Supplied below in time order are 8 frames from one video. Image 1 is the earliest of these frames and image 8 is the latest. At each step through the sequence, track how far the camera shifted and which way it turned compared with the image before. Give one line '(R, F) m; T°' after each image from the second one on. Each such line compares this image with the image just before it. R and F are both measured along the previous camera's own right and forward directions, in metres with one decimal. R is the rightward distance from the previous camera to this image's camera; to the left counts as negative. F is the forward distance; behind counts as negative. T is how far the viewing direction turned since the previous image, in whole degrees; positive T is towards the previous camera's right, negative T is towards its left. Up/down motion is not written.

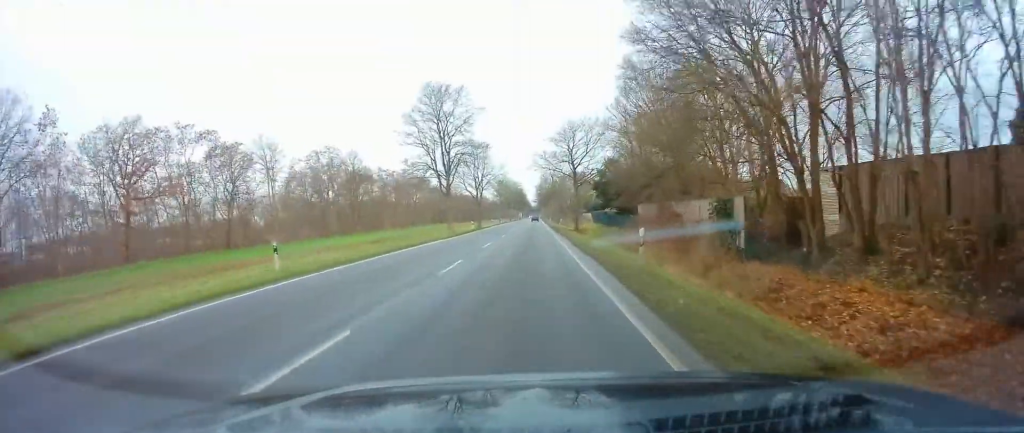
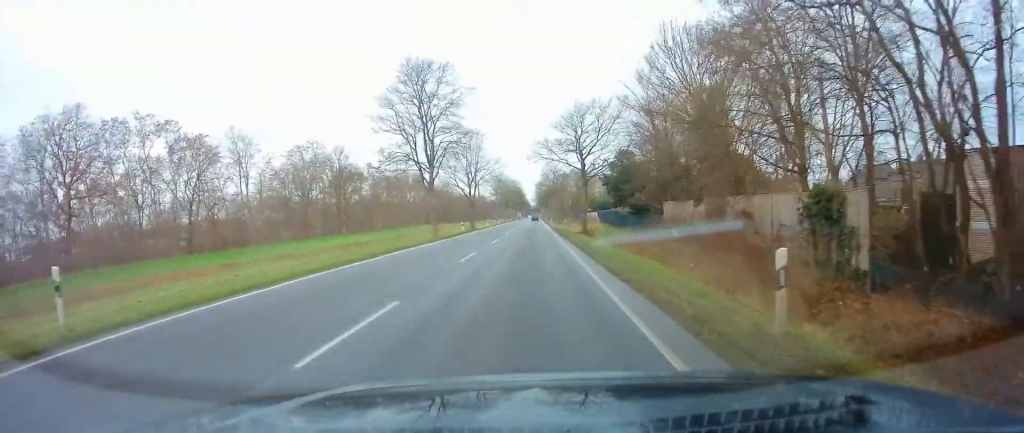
(0.0, +8.5) m; 0°
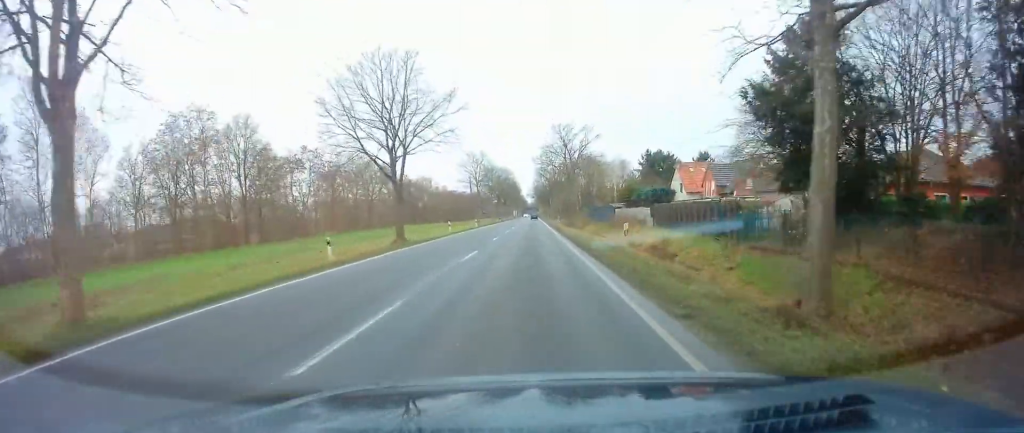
(0.0, +36.8) m; 0°
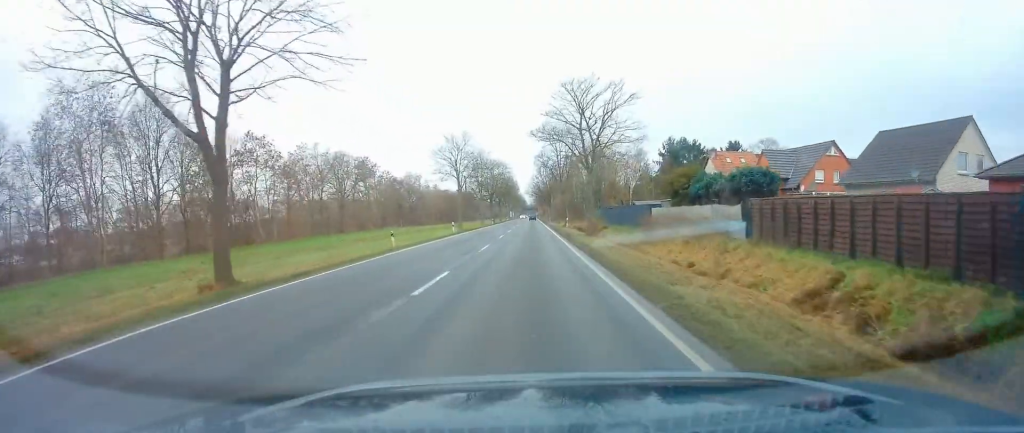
(0.0, +19.1) m; 0°
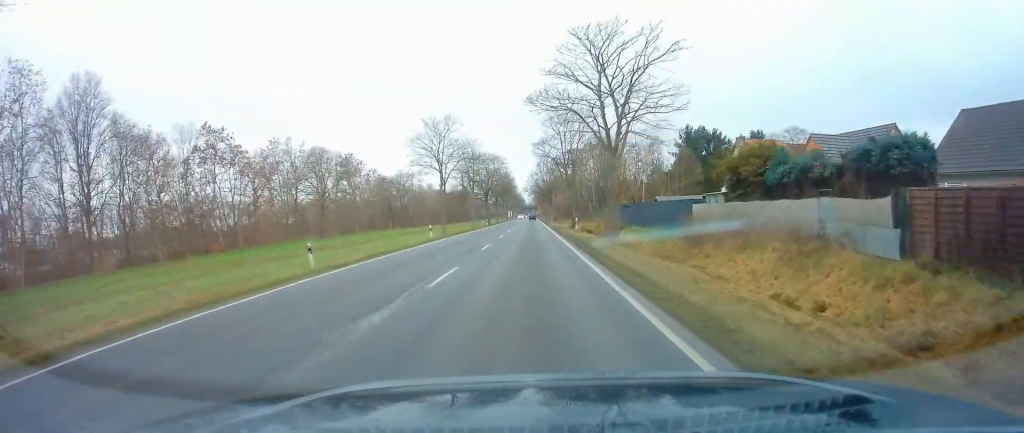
(0.0, +10.9) m; 0°
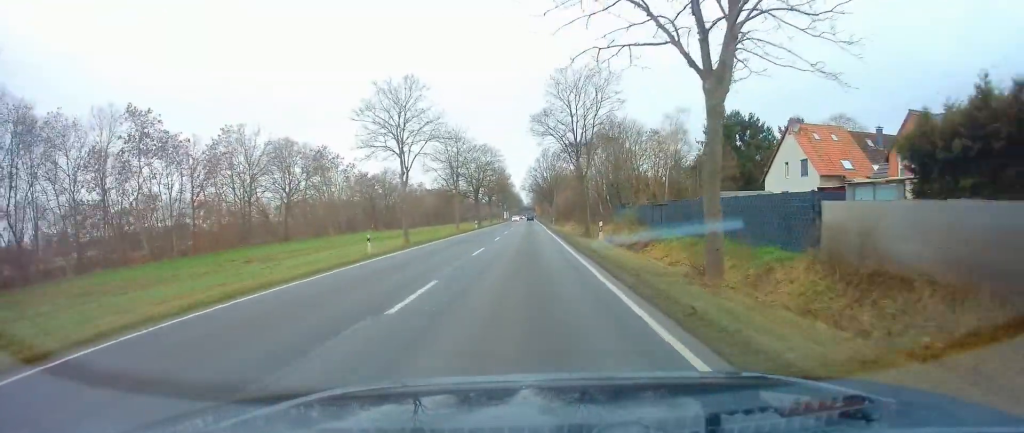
(0.0, +14.7) m; +1°
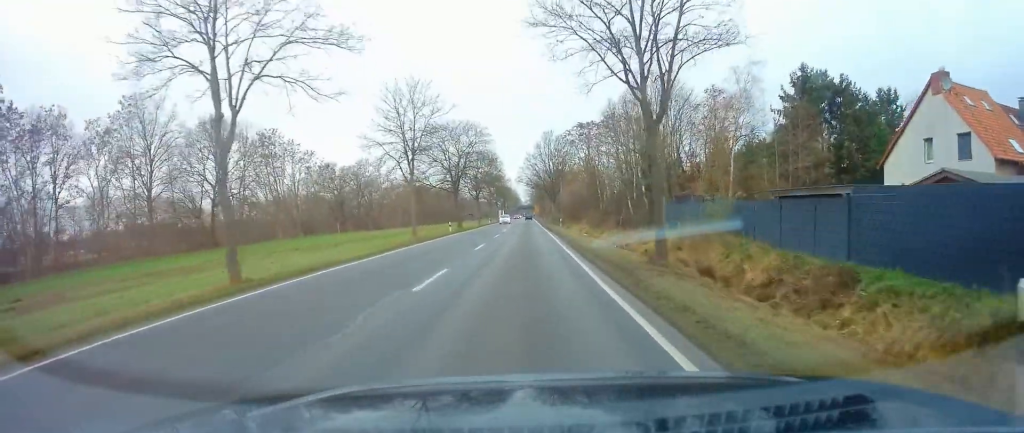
(+0.5, +22.0) m; 0°
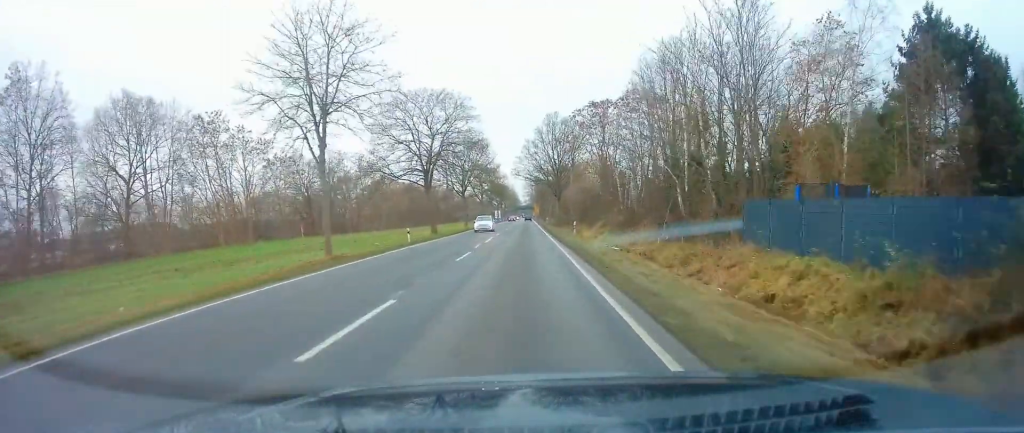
(-0.3, +17.3) m; 0°
